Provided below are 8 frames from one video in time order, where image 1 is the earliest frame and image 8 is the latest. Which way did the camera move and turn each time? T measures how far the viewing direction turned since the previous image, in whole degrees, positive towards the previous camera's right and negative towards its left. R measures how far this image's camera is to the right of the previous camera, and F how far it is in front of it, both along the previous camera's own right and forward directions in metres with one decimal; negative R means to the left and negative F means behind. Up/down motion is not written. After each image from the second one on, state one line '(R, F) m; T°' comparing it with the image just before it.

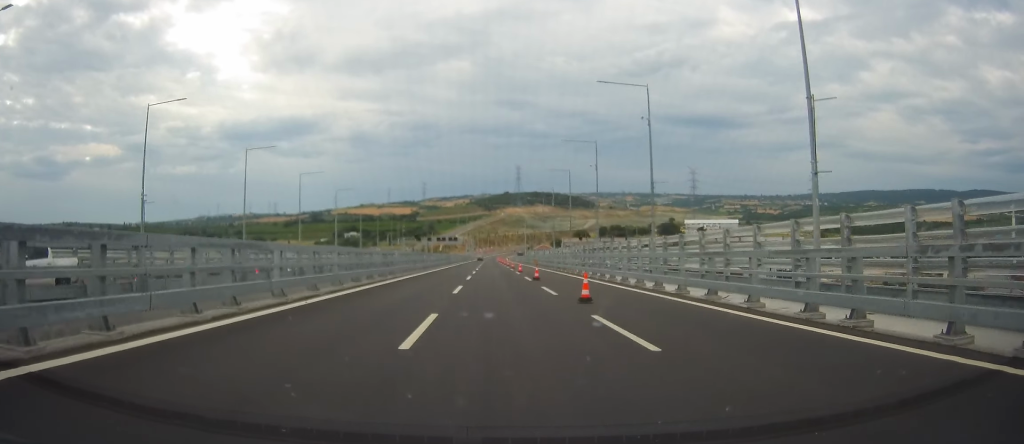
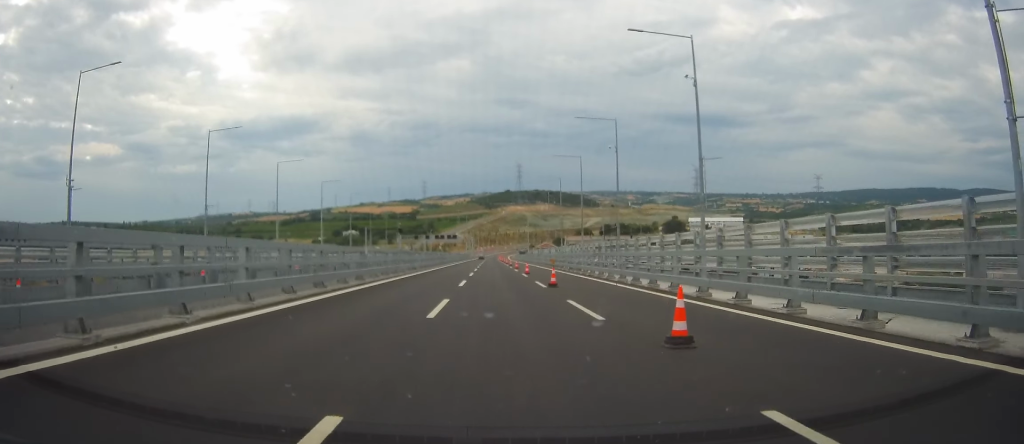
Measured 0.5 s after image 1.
(0.0, +10.0) m; 0°
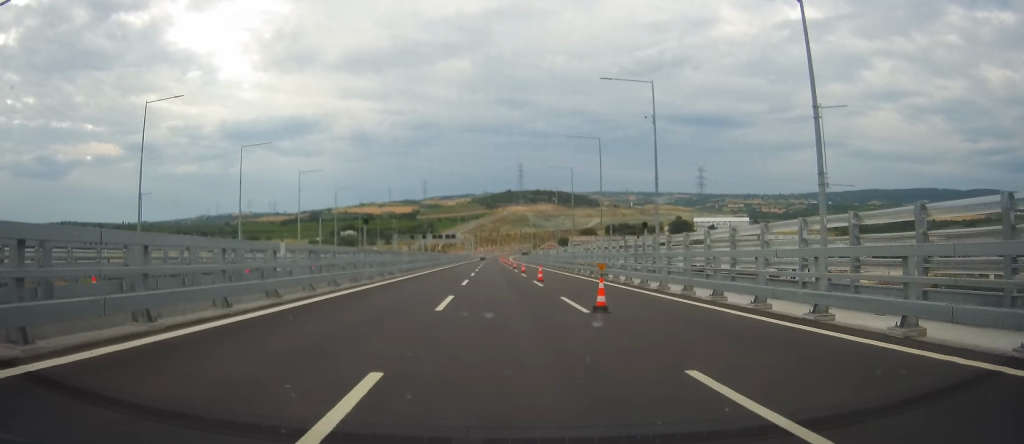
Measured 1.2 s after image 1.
(-0.2, +12.5) m; 0°
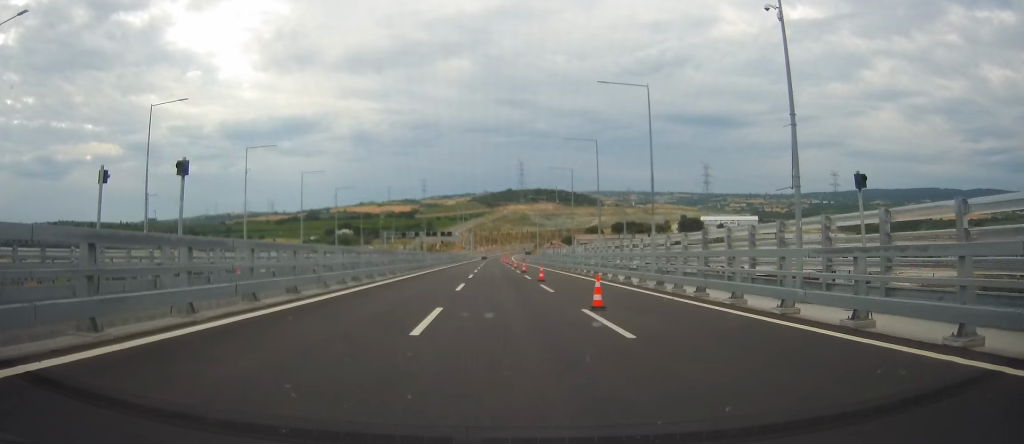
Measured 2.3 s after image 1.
(+0.1, +20.7) m; -1°
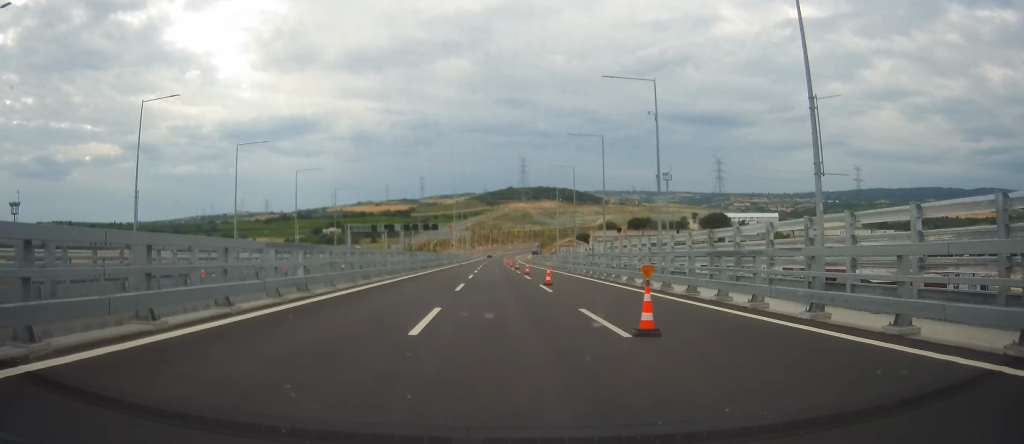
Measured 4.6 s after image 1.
(-0.5, +45.3) m; 0°
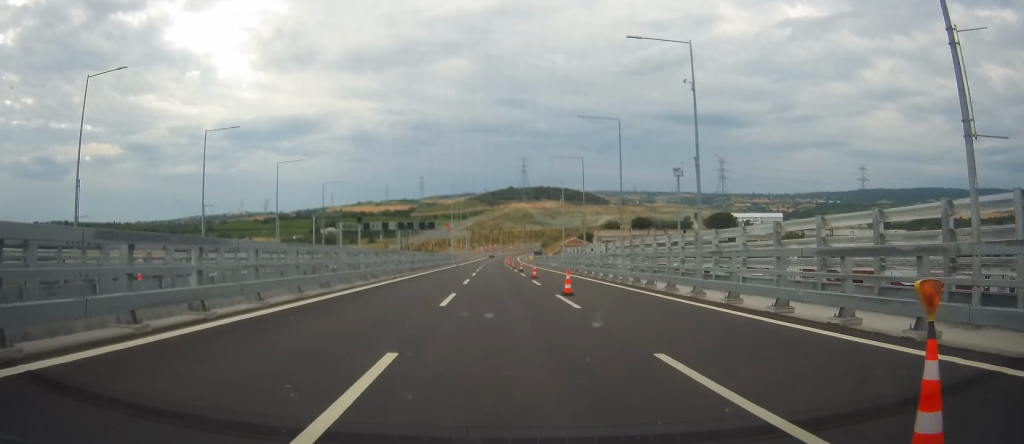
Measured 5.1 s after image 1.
(+0.2, +8.3) m; 0°
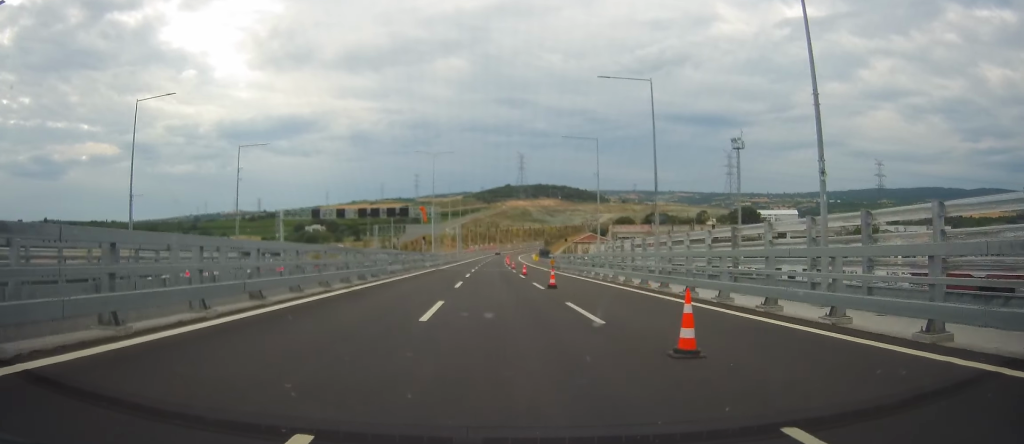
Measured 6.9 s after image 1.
(-0.1, +35.2) m; +1°
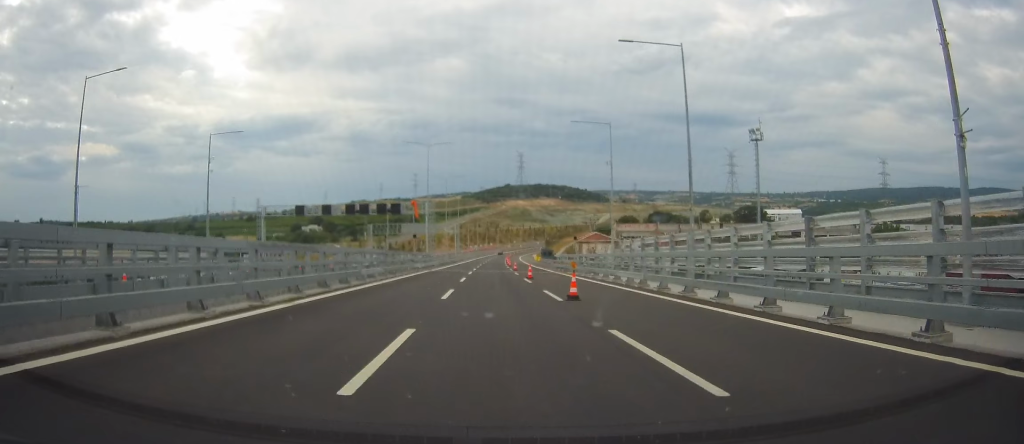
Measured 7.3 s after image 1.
(+0.1, +7.6) m; 0°
